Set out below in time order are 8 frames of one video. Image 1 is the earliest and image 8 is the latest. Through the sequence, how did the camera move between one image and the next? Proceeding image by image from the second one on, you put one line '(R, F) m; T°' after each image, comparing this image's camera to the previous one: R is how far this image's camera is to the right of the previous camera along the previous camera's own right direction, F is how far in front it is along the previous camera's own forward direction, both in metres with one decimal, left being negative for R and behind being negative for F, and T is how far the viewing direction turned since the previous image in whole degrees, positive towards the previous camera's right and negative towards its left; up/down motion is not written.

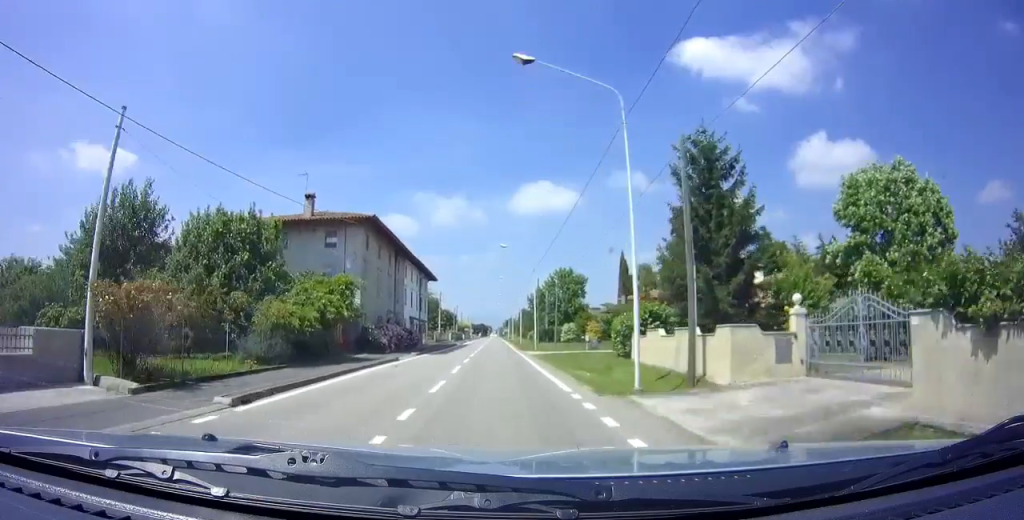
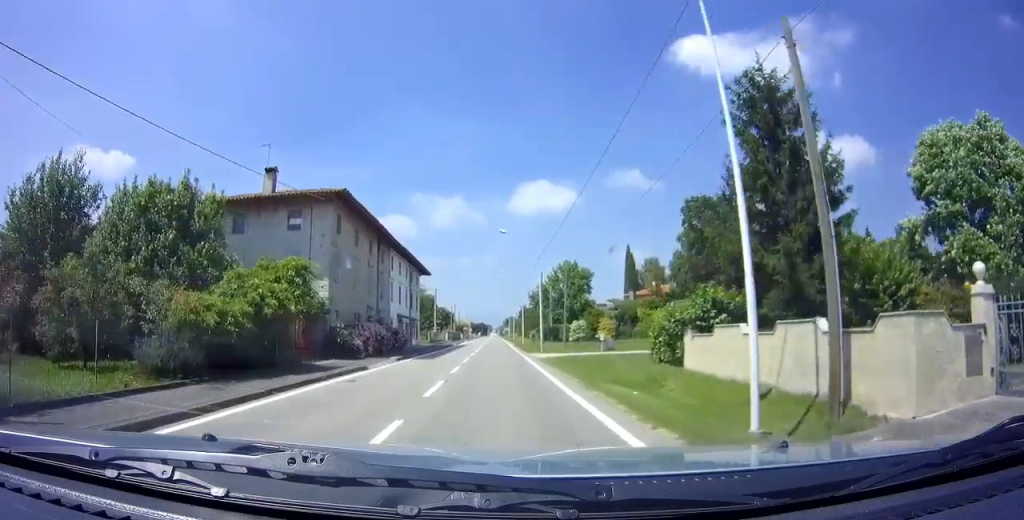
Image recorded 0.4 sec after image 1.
(0.0, +6.4) m; 0°
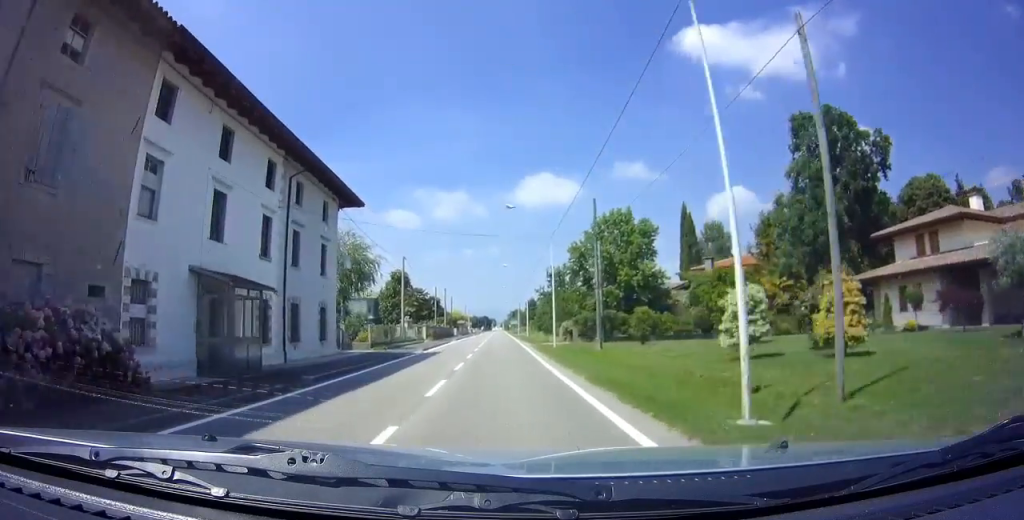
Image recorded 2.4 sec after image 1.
(-0.1, +30.3) m; -1°
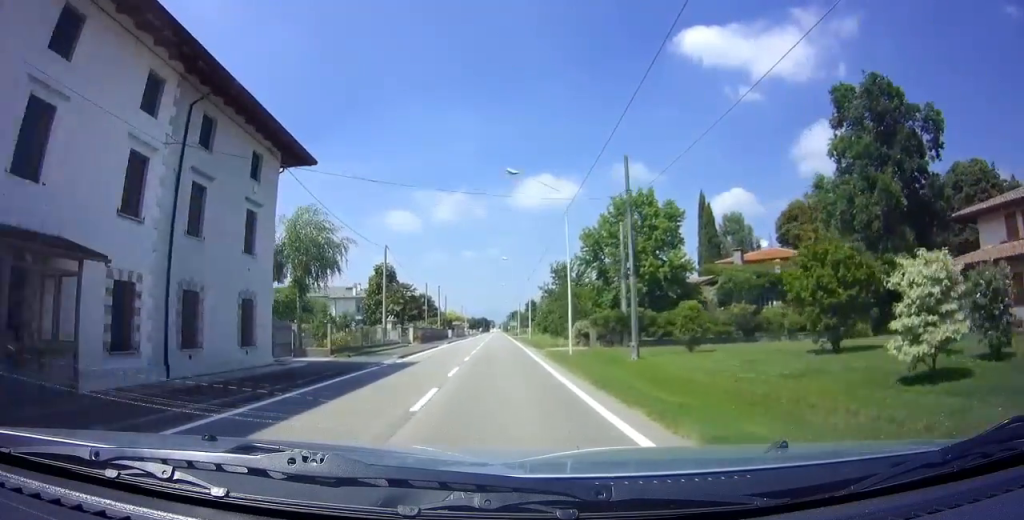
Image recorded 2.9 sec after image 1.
(0.0, +7.6) m; 0°
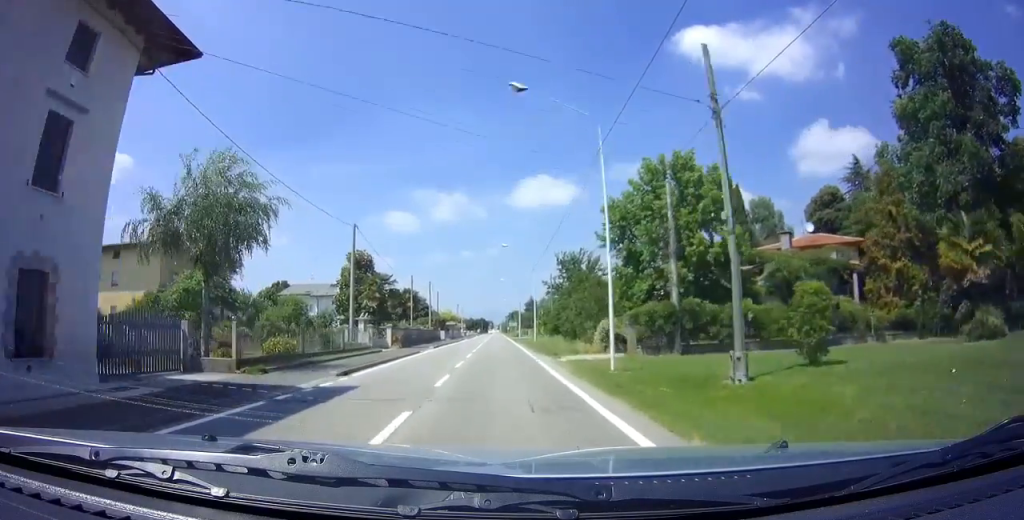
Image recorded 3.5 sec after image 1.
(0.0, +9.2) m; 0°
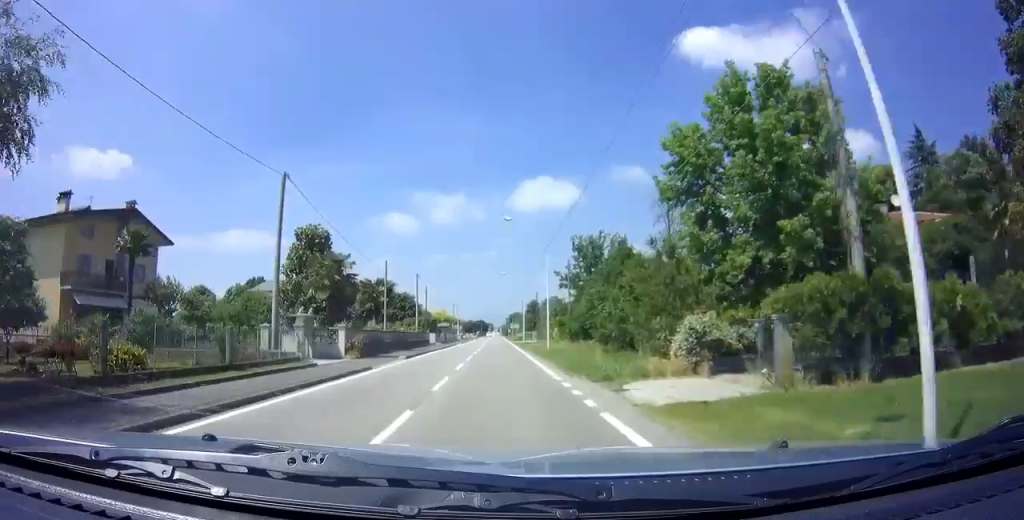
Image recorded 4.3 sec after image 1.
(-0.1, +11.7) m; 0°
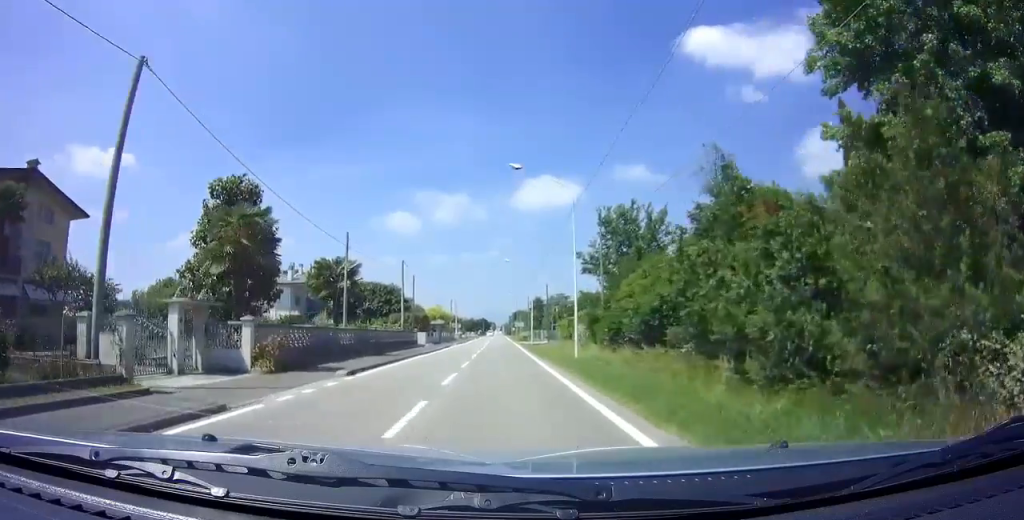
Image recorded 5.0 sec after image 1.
(+0.1, +10.9) m; 0°
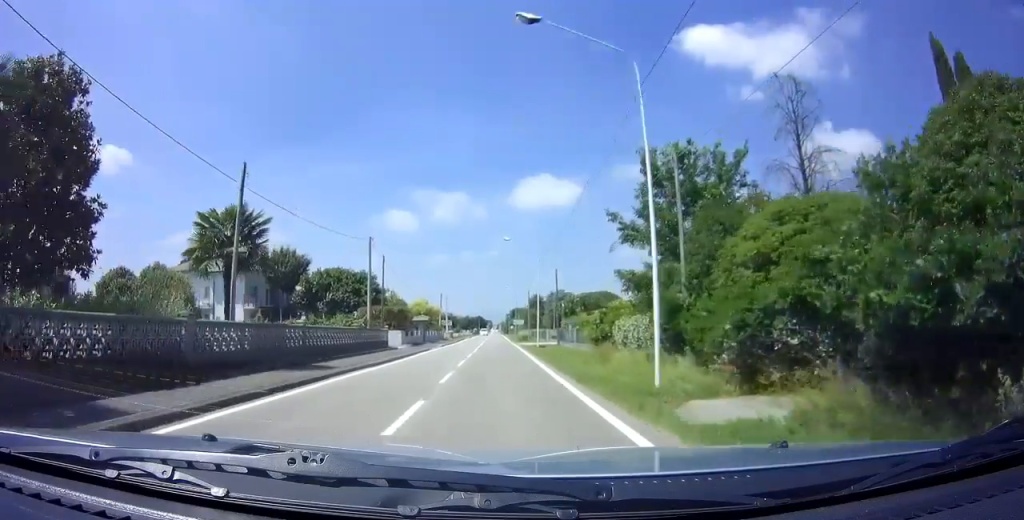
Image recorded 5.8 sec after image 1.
(0.0, +12.1) m; 0°
